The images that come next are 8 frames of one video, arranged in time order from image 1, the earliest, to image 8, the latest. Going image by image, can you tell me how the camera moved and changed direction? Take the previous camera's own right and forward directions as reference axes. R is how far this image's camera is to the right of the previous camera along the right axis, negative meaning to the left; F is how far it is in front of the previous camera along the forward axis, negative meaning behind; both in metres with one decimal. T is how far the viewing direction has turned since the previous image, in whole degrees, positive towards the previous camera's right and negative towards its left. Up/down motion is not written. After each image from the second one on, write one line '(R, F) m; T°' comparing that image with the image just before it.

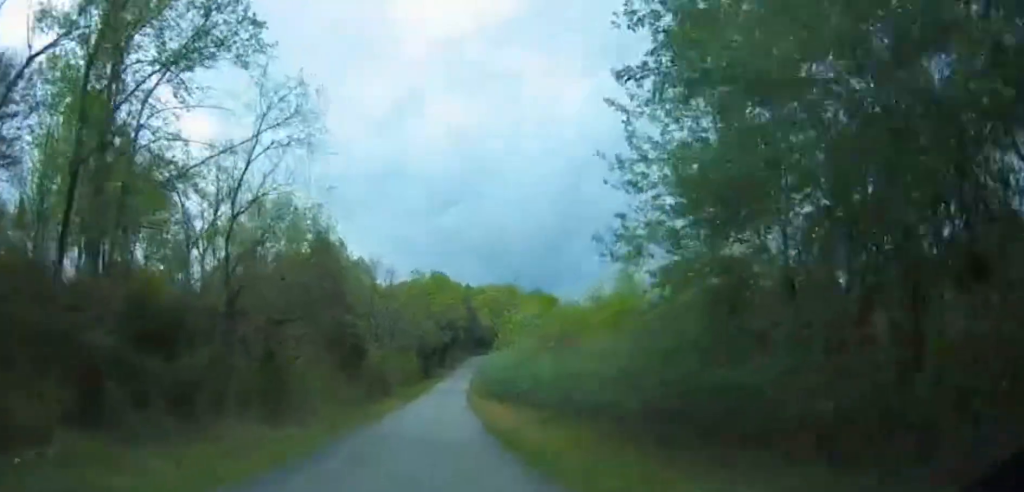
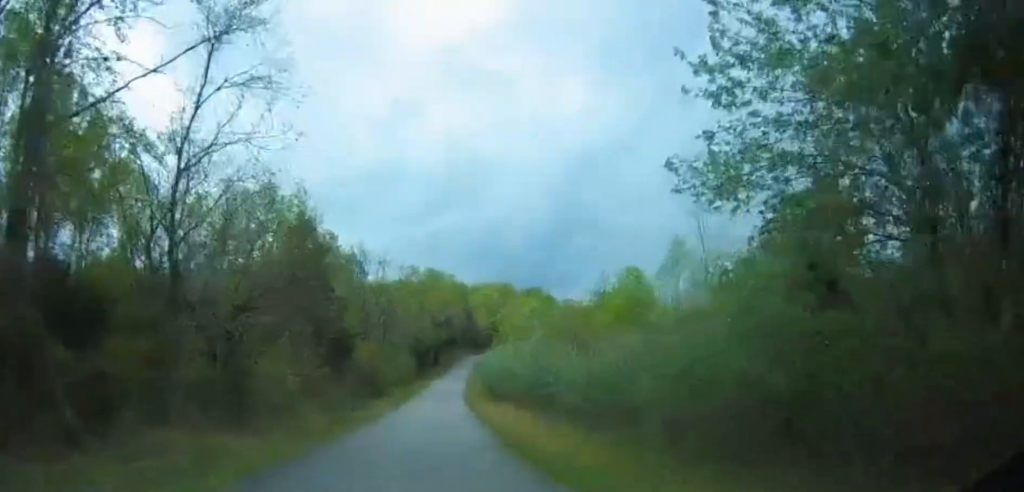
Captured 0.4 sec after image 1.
(0.0, +4.7) m; +1°
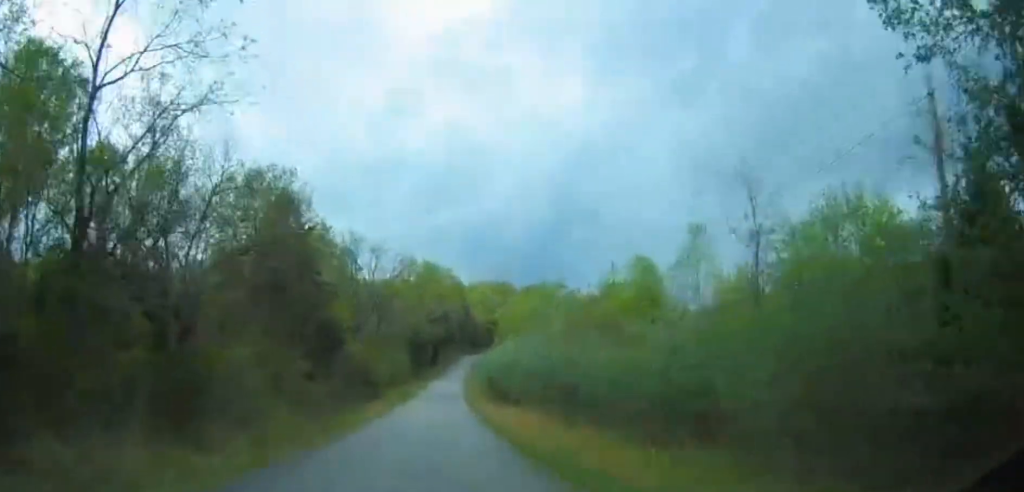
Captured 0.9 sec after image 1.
(0.0, +5.4) m; -1°
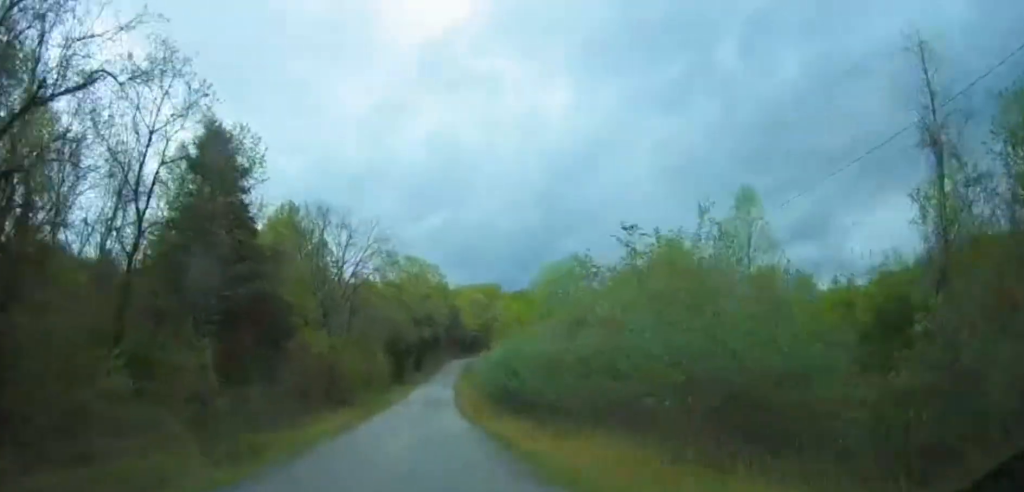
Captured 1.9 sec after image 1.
(-0.1, +11.6) m; -1°
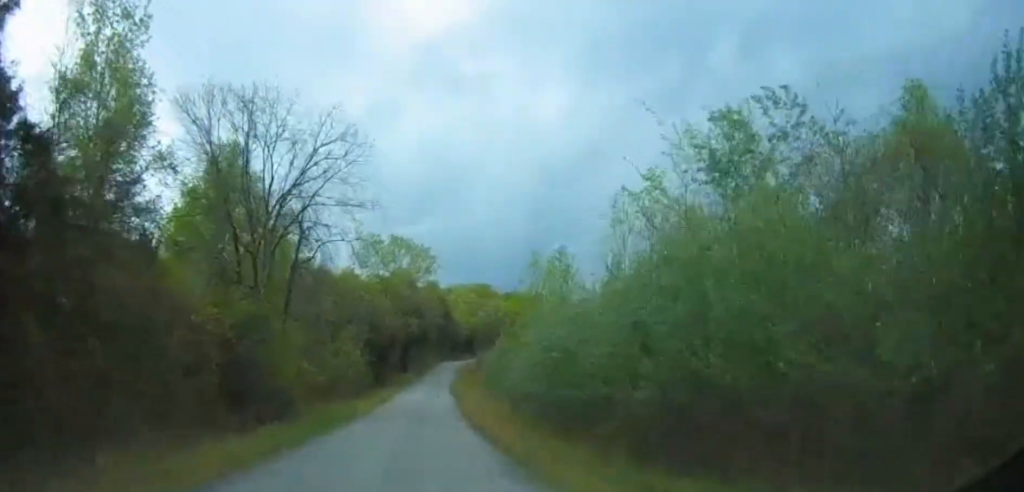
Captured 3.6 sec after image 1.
(0.0, +19.7) m; +3°
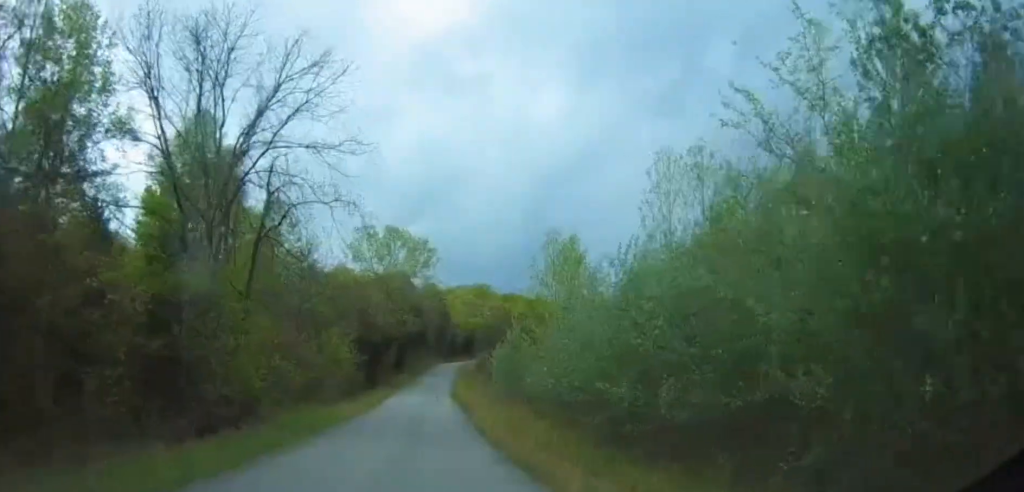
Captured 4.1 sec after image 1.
(+0.3, +6.6) m; +1°
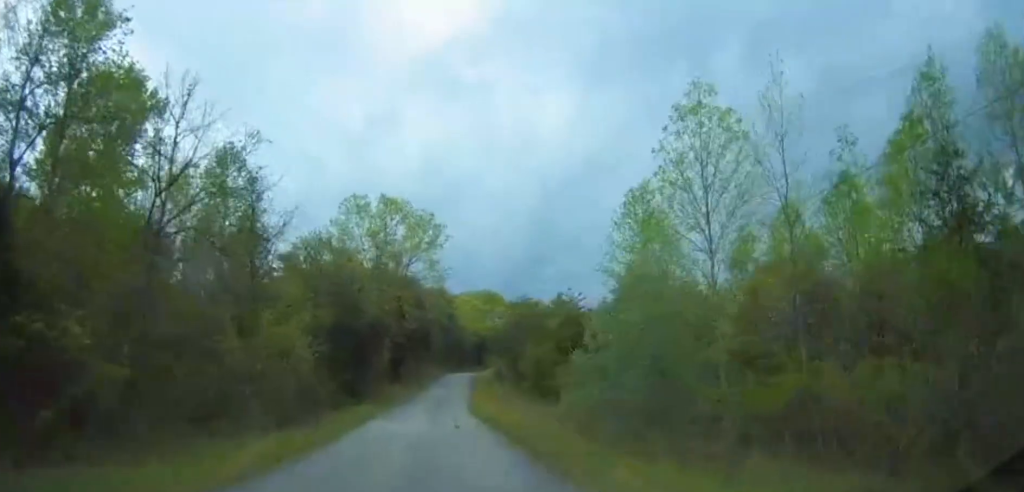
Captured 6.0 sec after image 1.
(-0.4, +20.9) m; -2°
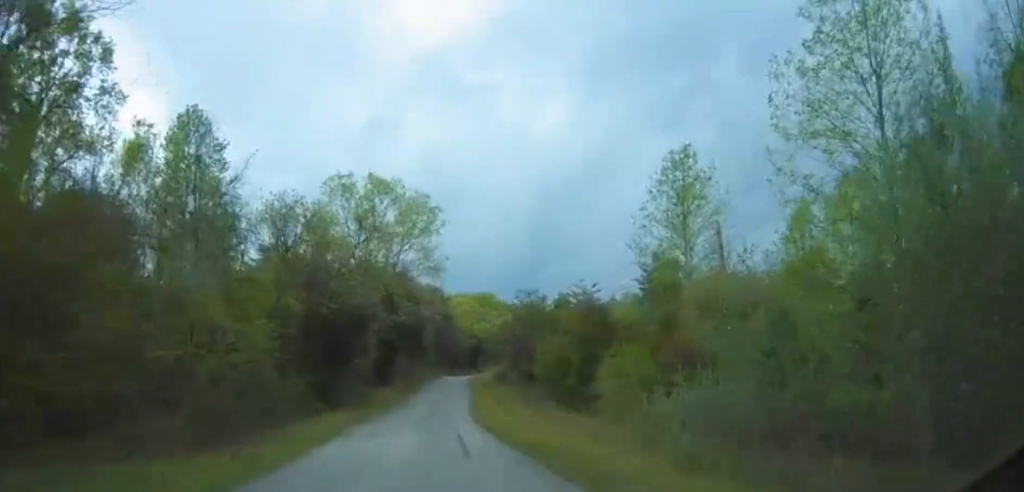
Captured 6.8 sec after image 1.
(-0.1, +8.4) m; 0°
